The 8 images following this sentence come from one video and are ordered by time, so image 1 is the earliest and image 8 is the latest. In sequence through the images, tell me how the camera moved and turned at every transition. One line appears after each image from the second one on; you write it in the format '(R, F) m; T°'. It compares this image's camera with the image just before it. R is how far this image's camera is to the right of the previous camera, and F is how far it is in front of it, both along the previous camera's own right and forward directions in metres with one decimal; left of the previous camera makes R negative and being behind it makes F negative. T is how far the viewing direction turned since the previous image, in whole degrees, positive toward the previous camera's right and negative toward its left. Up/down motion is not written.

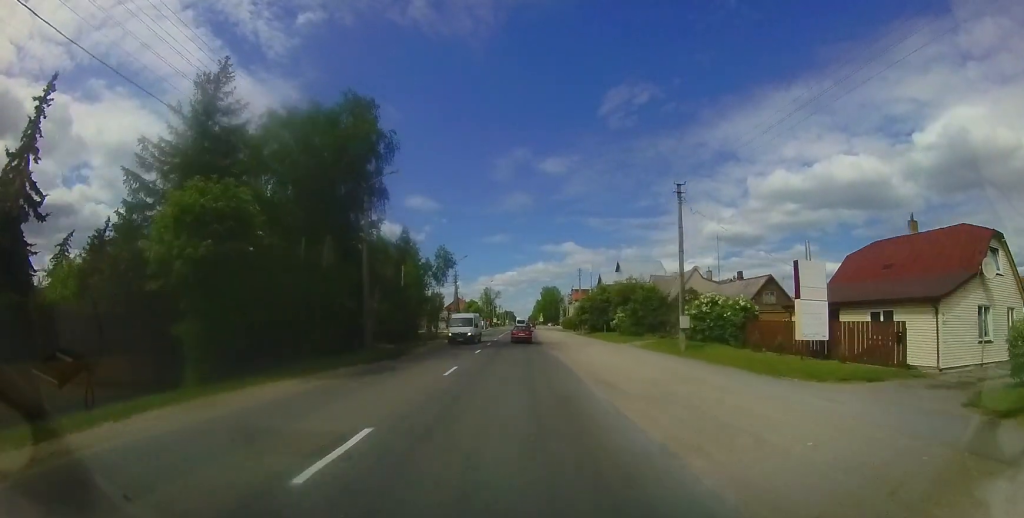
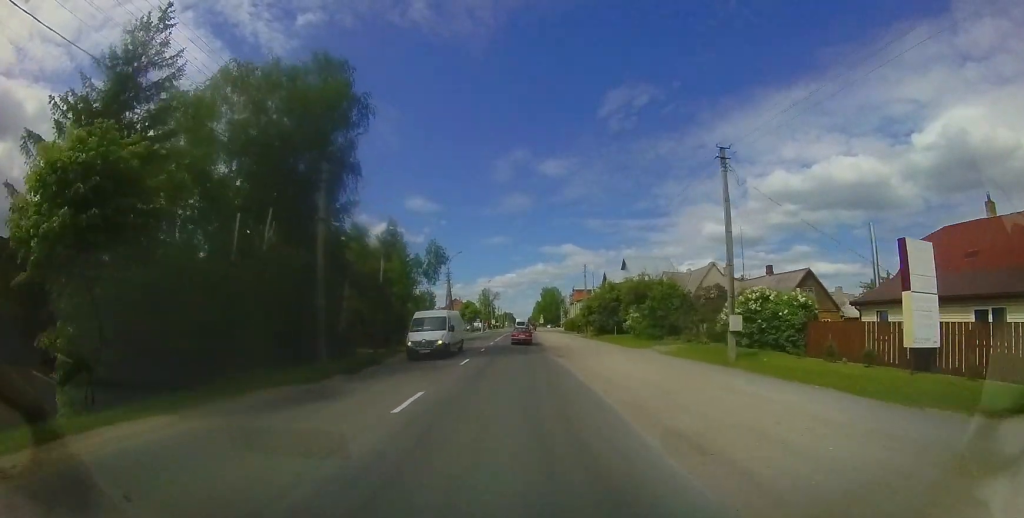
(-0.1, +4.7) m; -1°
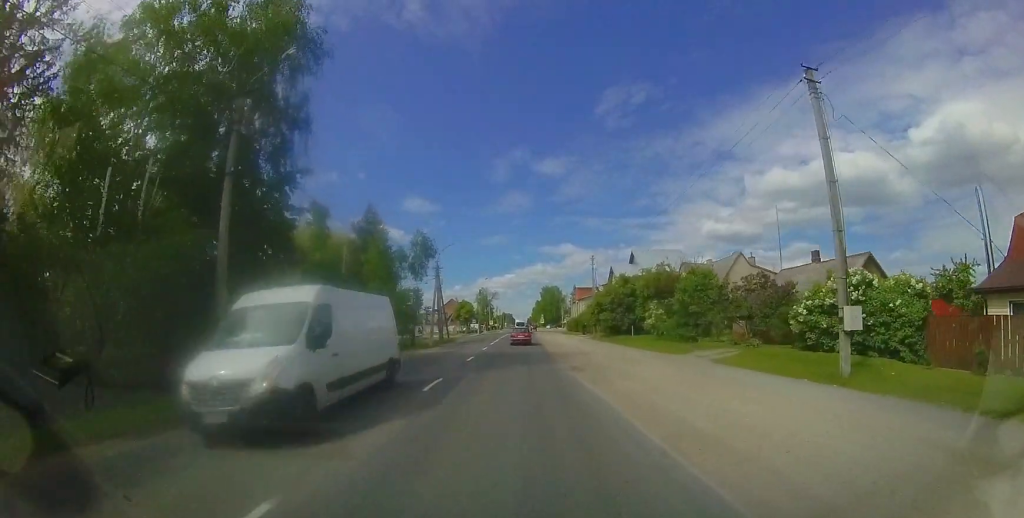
(-0.1, +6.1) m; -1°
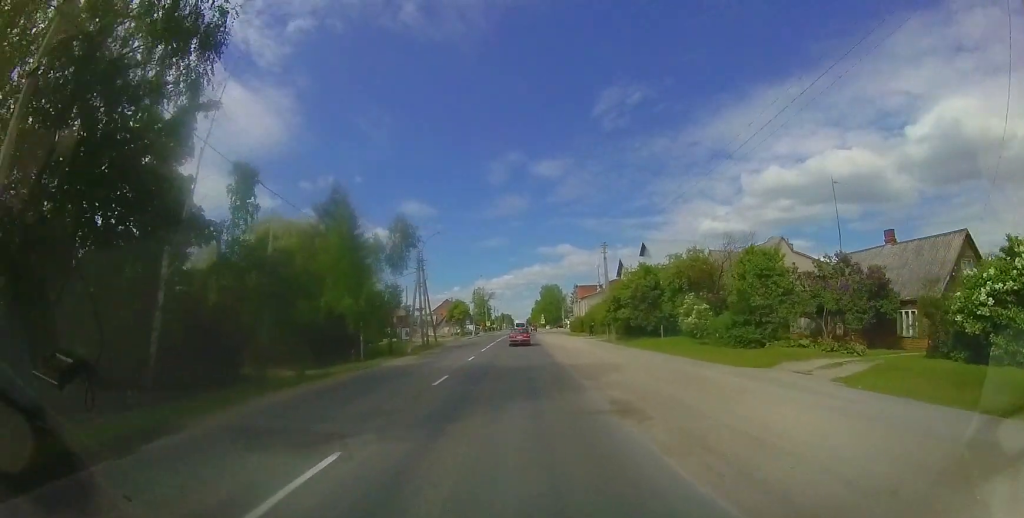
(-0.2, +7.0) m; +1°
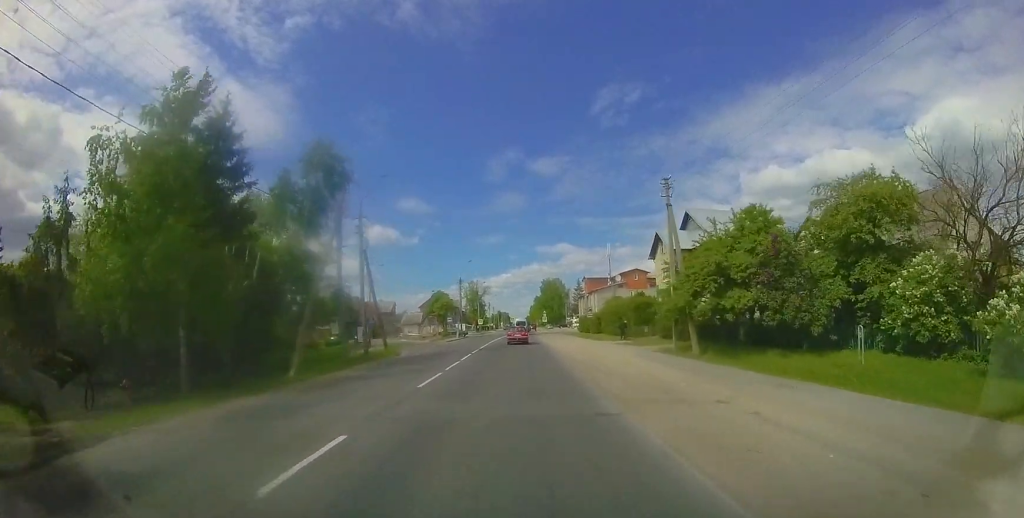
(+0.5, +16.2) m; +2°
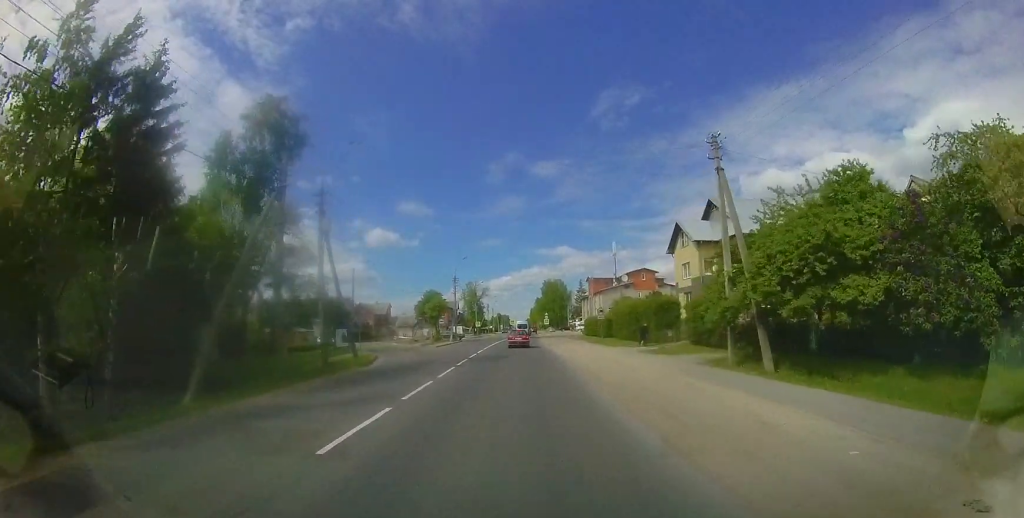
(-0.1, +5.7) m; 0°
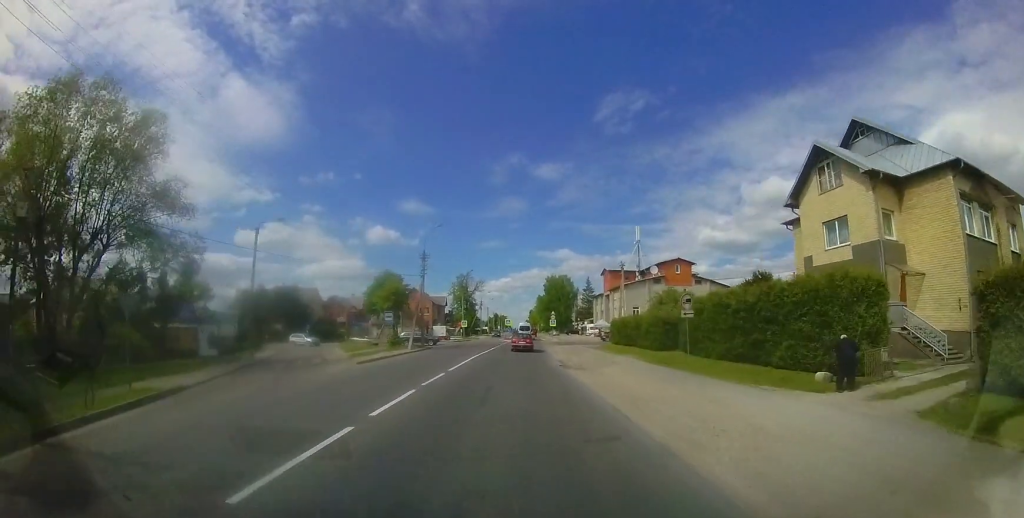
(+0.4, +18.2) m; +1°
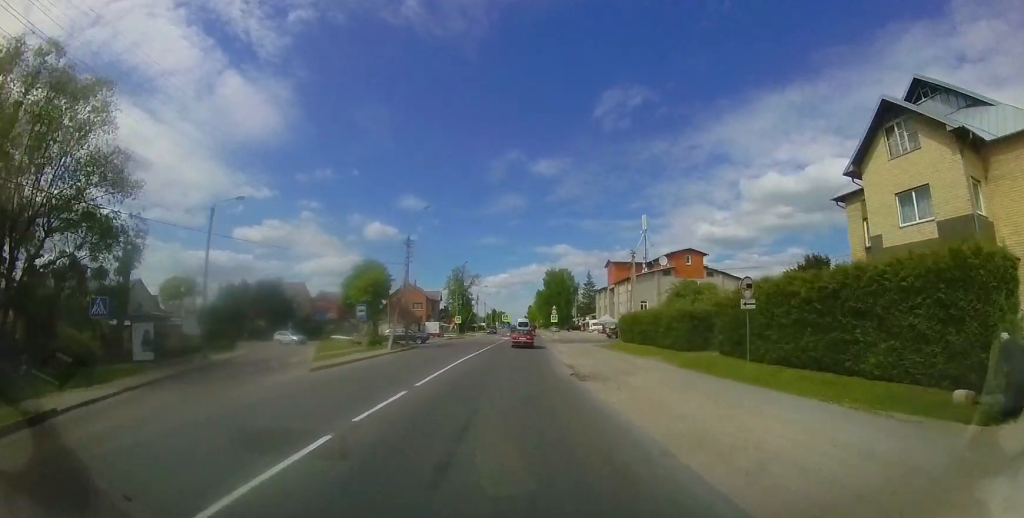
(0.0, +4.6) m; 0°
